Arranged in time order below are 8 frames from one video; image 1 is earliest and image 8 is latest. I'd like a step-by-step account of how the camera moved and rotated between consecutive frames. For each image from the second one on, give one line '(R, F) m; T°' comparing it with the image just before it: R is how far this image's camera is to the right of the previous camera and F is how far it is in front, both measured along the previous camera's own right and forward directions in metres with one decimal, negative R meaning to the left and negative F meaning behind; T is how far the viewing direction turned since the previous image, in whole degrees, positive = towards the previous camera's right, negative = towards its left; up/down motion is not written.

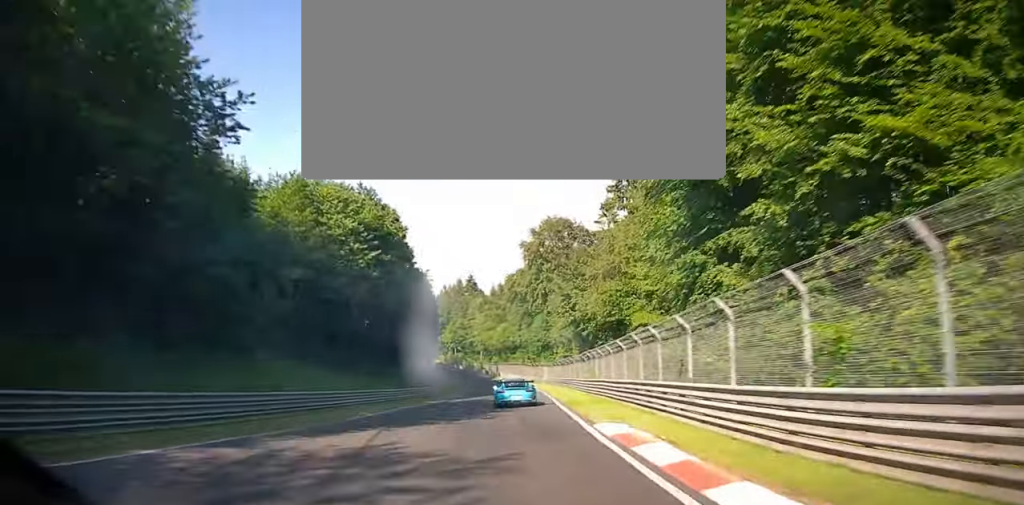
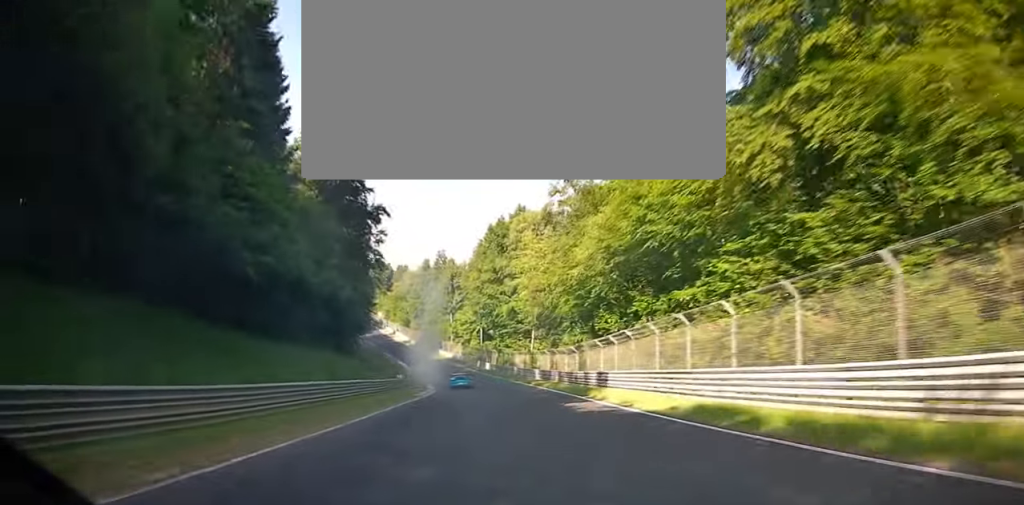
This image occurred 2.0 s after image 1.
(+0.5, +100.3) m; -3°
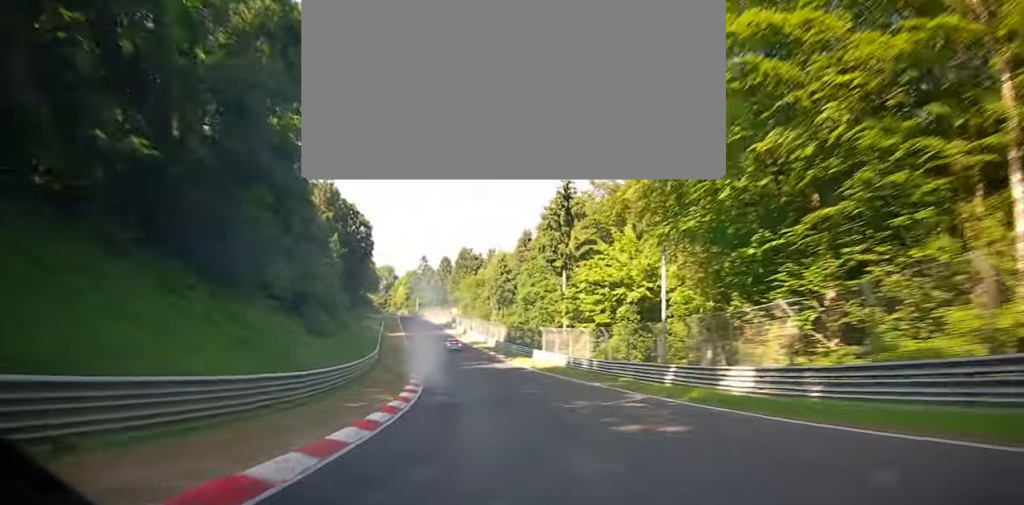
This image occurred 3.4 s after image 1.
(-6.0, +68.5) m; -10°
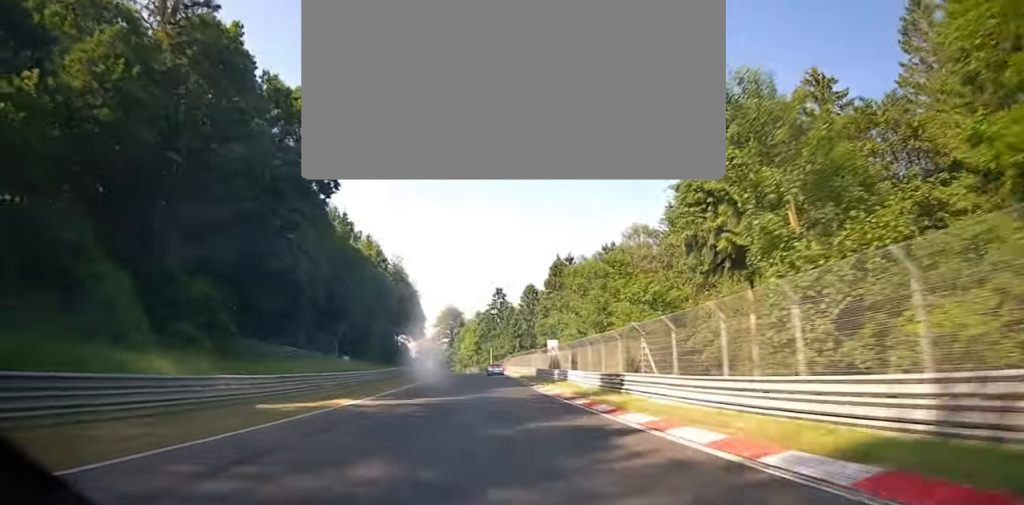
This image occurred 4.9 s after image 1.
(-4.9, +71.3) m; -7°
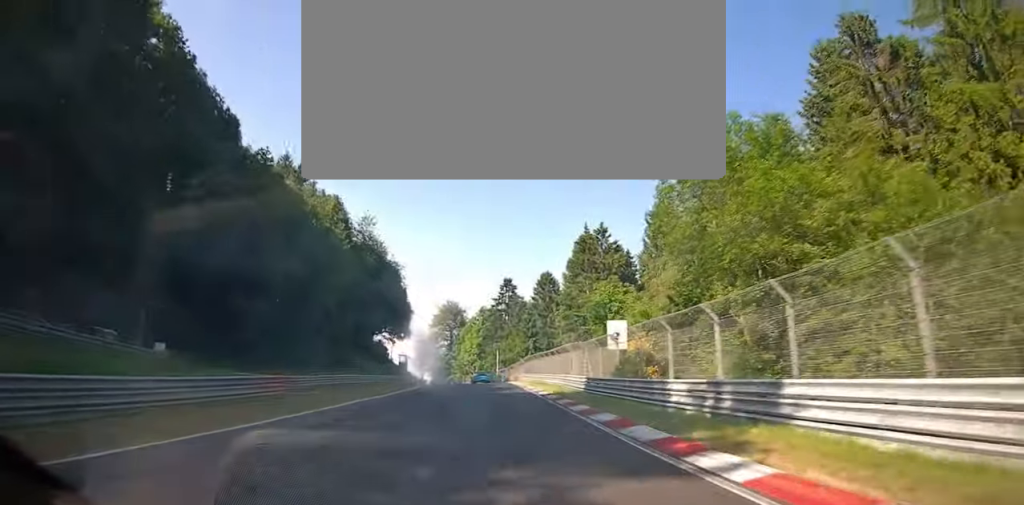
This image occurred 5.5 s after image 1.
(-0.8, +27.7) m; -3°
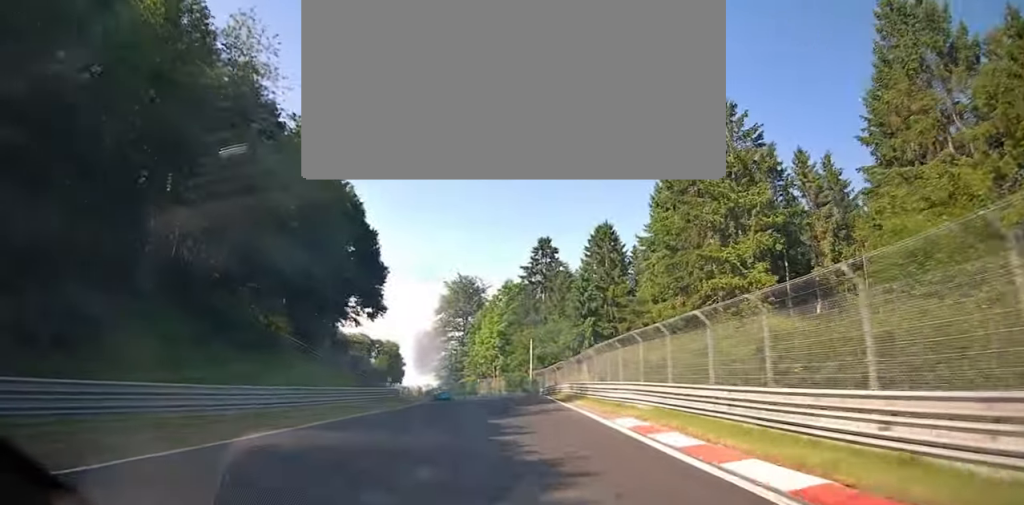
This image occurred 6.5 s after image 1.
(-1.6, +40.3) m; -6°
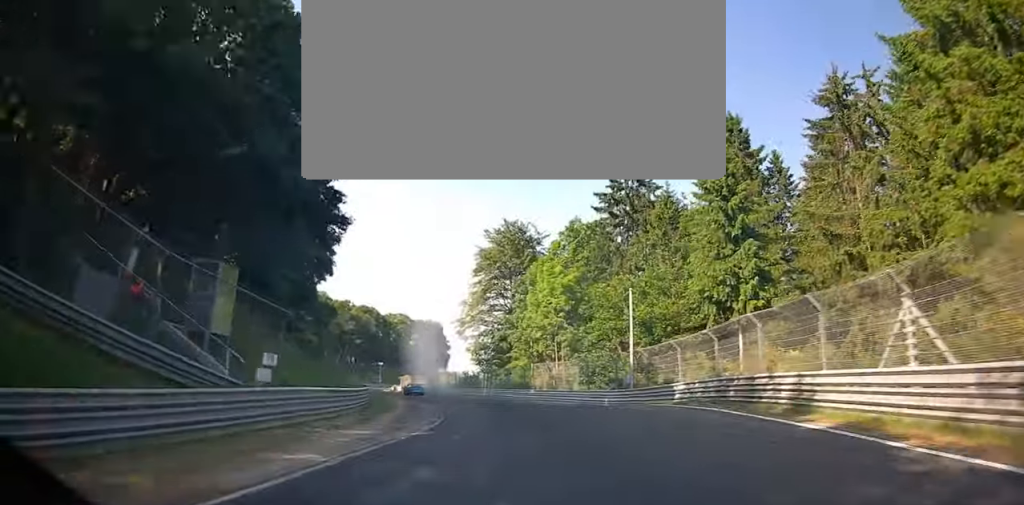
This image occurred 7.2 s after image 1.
(-0.5, +31.3) m; -7°
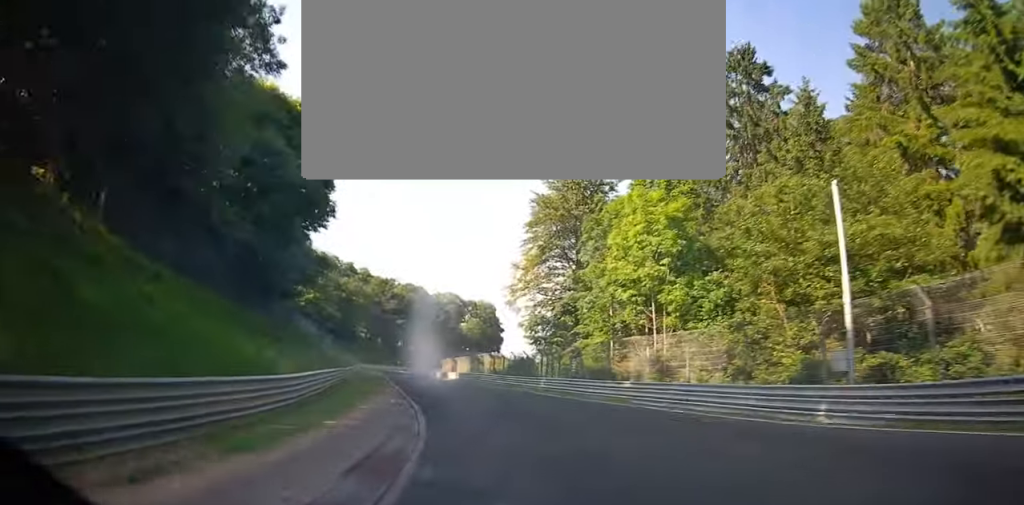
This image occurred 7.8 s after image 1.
(-1.8, +19.1) m; -7°
